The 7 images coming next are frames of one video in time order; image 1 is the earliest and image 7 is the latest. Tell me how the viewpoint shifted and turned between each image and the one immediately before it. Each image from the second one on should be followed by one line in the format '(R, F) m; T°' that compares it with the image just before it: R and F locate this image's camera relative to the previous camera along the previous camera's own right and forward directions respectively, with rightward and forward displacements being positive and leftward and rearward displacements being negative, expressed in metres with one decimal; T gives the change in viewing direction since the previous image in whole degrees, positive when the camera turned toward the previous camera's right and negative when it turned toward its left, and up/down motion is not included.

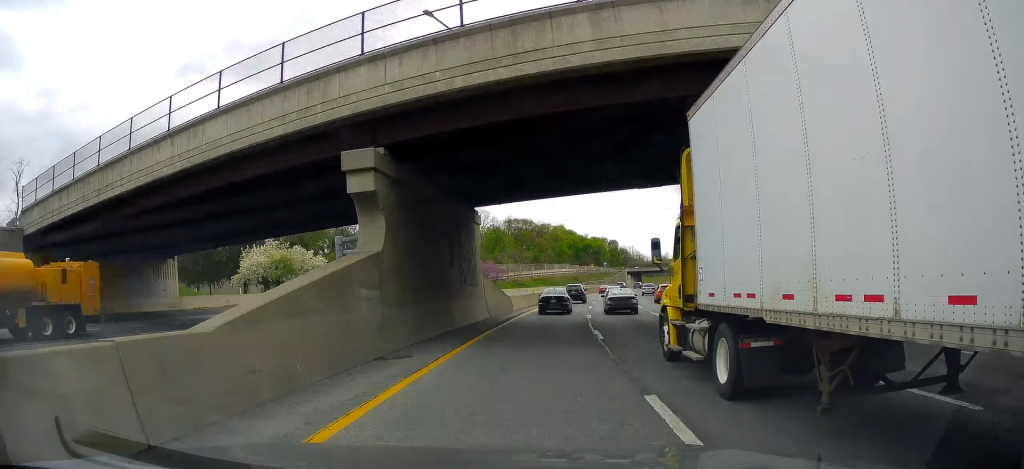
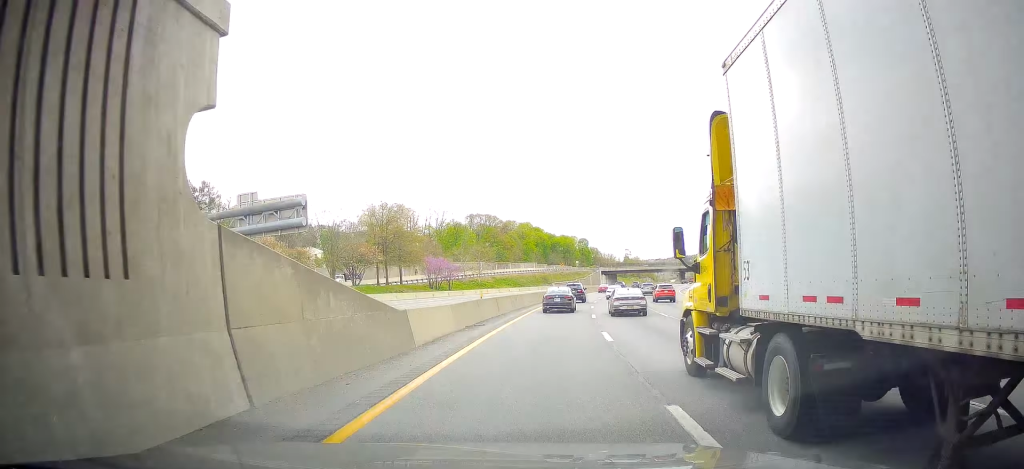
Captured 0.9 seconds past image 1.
(+0.5, +25.2) m; +1°
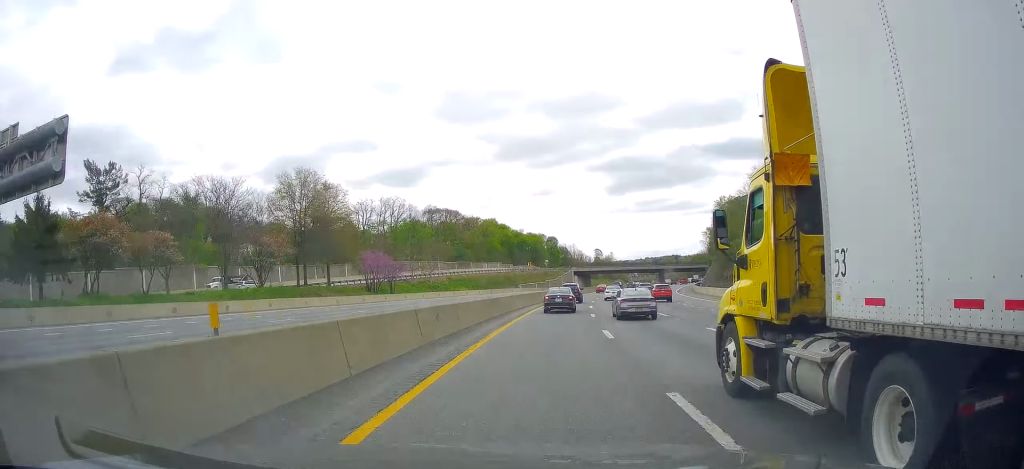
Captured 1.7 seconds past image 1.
(+0.2, +23.2) m; +2°
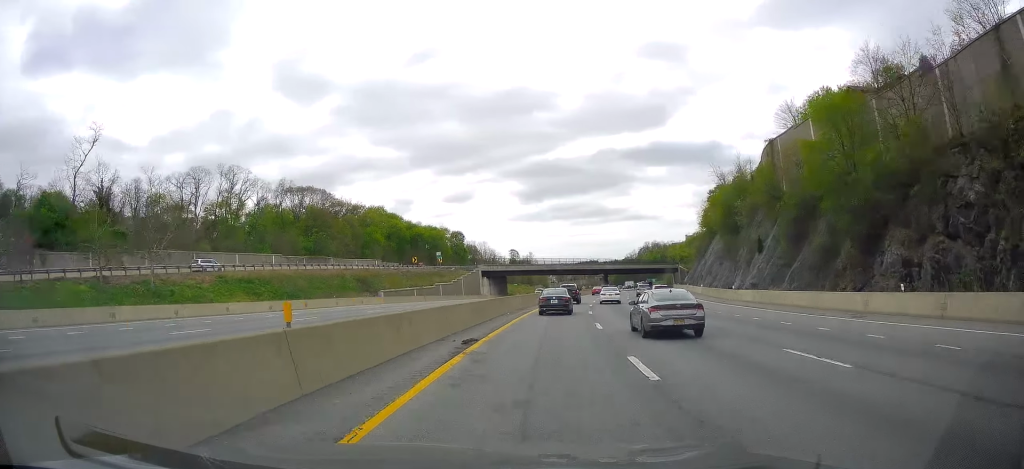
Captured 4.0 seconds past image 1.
(+4.8, +68.1) m; +9°
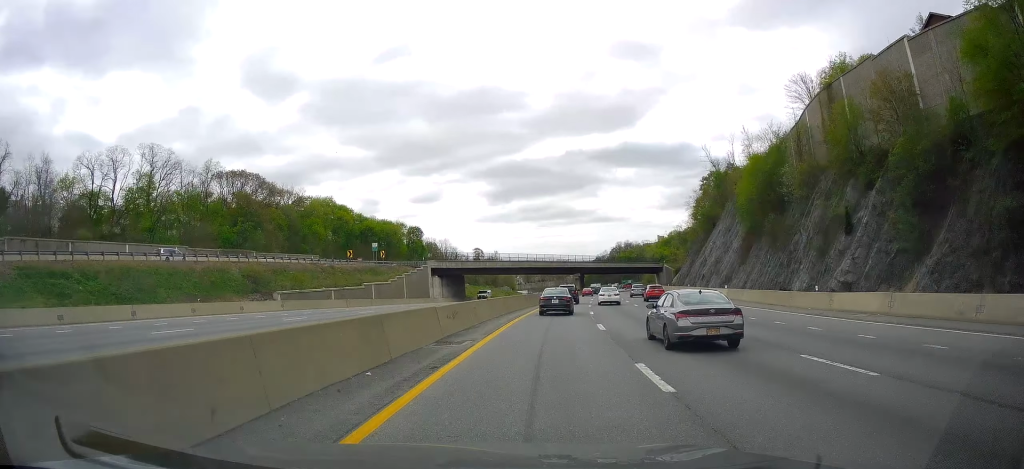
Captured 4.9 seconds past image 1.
(+1.2, +25.8) m; +4°
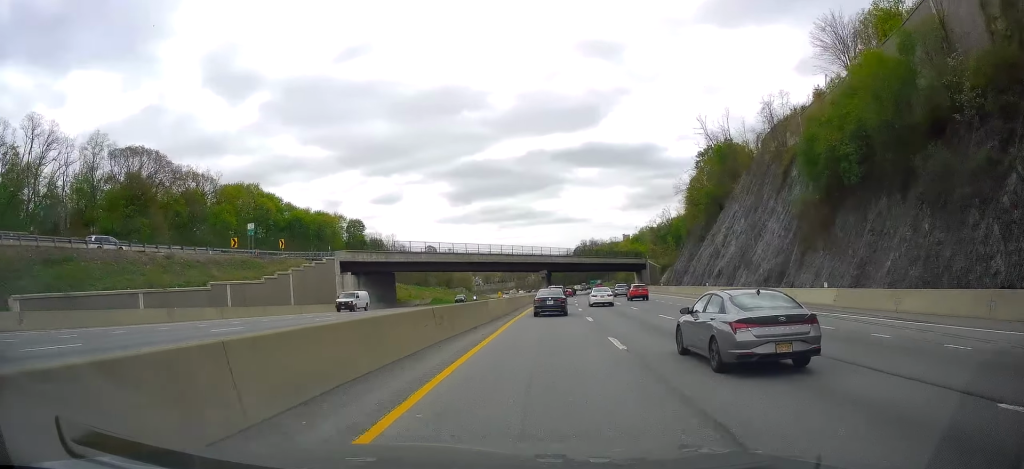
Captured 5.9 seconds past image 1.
(+1.0, +31.9) m; +3°
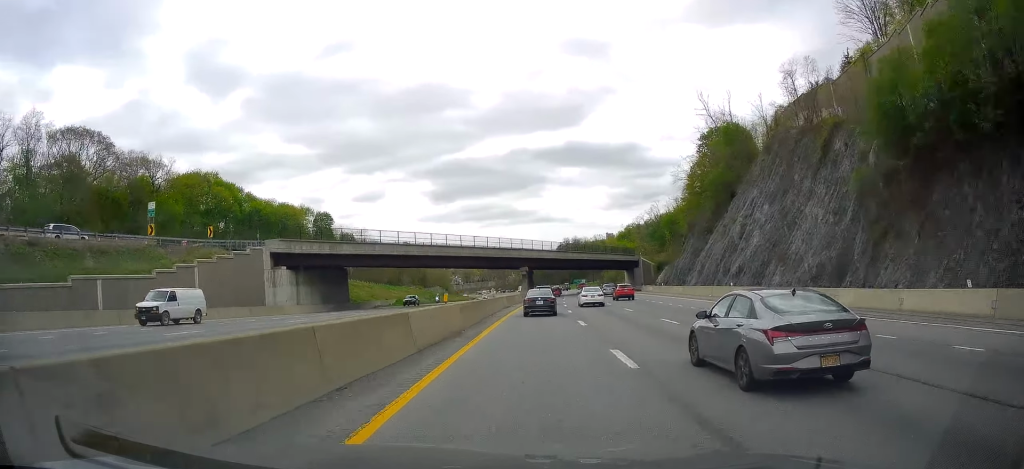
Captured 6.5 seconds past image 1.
(+0.2, +15.8) m; +2°
